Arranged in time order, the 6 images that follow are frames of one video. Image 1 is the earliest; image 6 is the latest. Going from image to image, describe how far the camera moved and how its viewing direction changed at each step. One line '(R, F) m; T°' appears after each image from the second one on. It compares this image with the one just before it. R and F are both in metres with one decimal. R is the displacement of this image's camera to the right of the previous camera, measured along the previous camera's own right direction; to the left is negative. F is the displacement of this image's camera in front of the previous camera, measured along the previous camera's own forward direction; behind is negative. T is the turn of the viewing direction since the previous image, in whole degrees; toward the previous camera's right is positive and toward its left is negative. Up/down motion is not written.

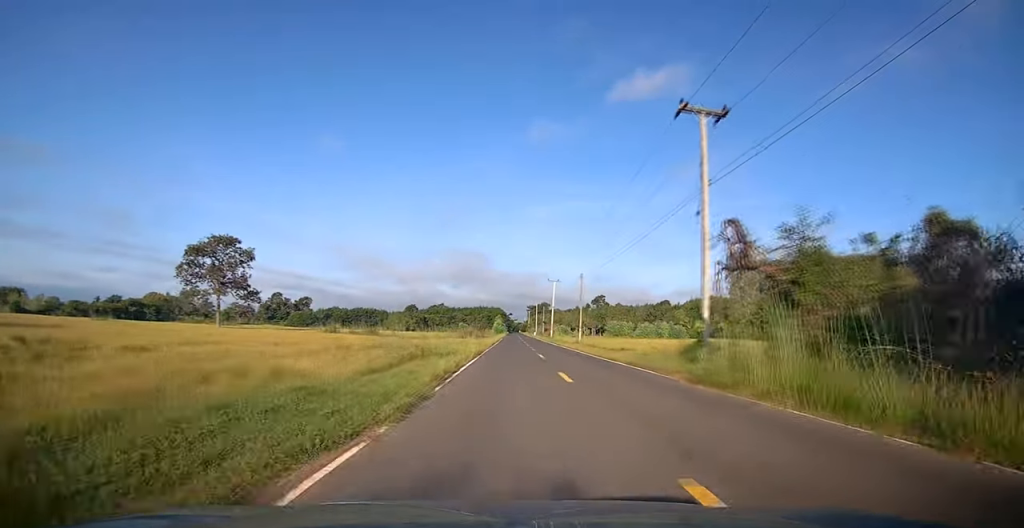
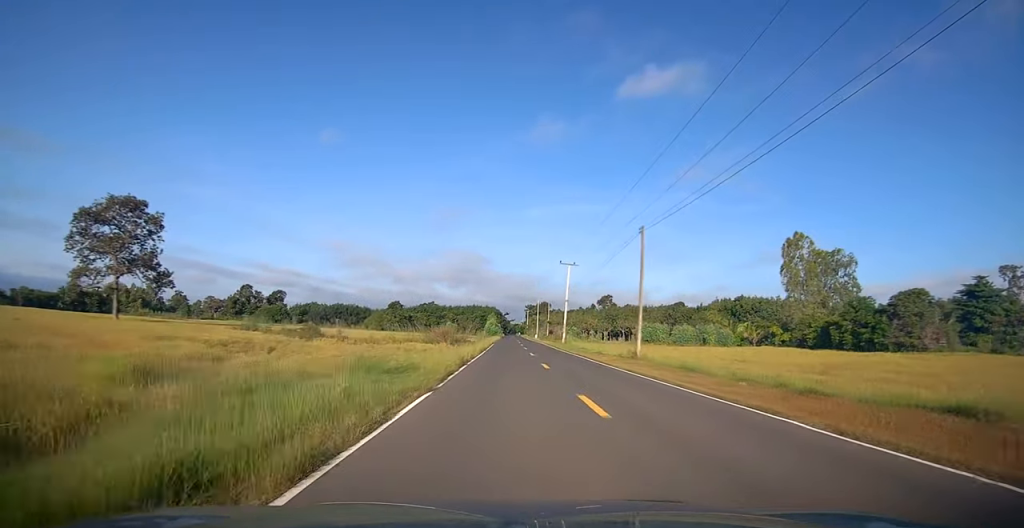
(+0.2, +29.4) m; +1°
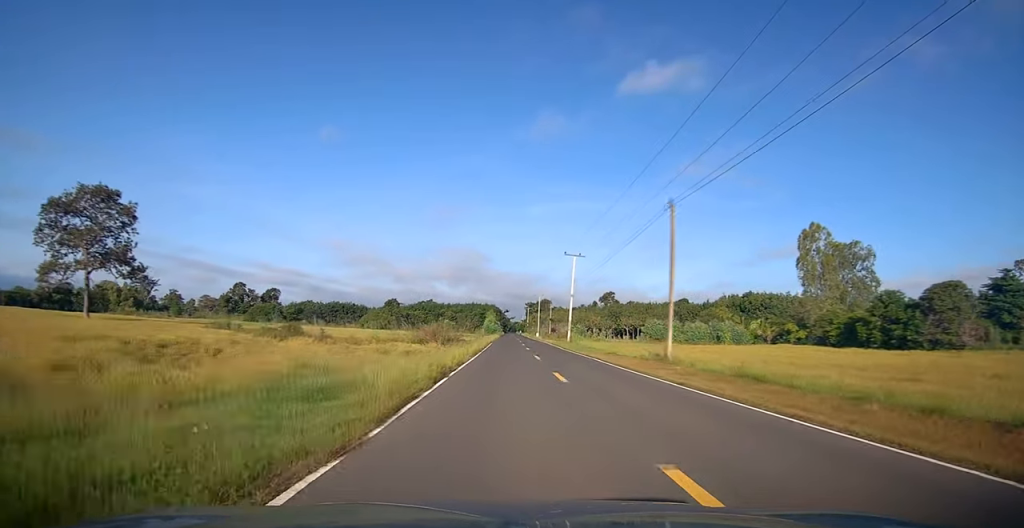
(0.0, +6.3) m; 0°
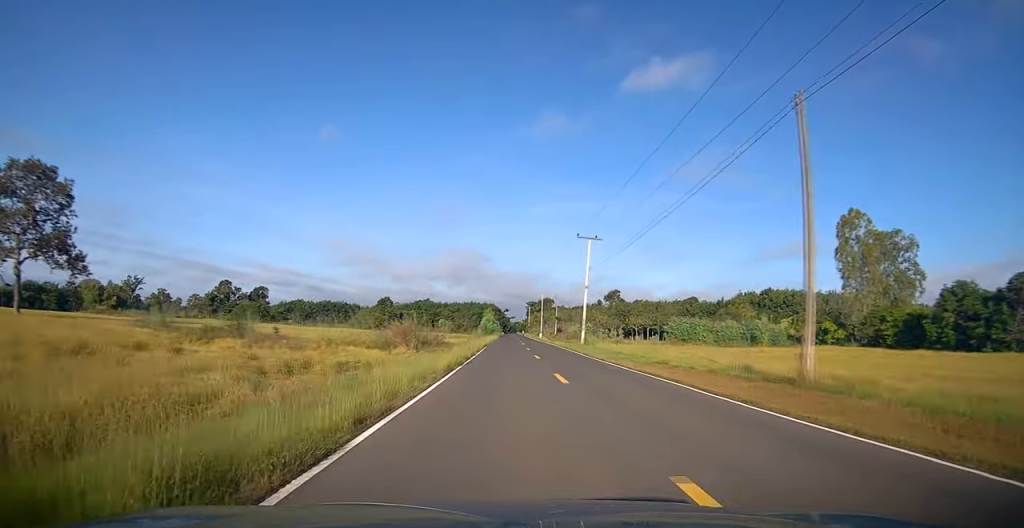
(0.0, +12.4) m; 0°
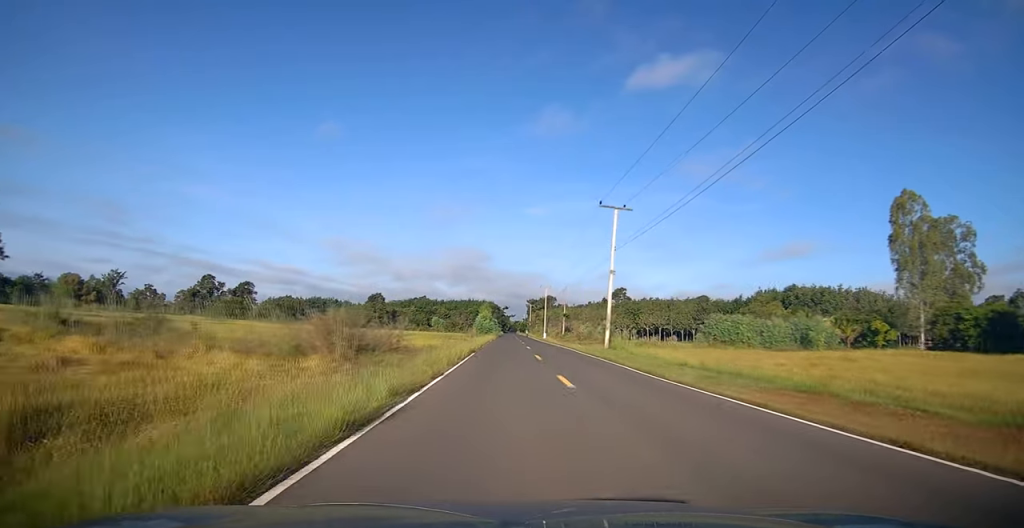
(0.0, +13.4) m; 0°
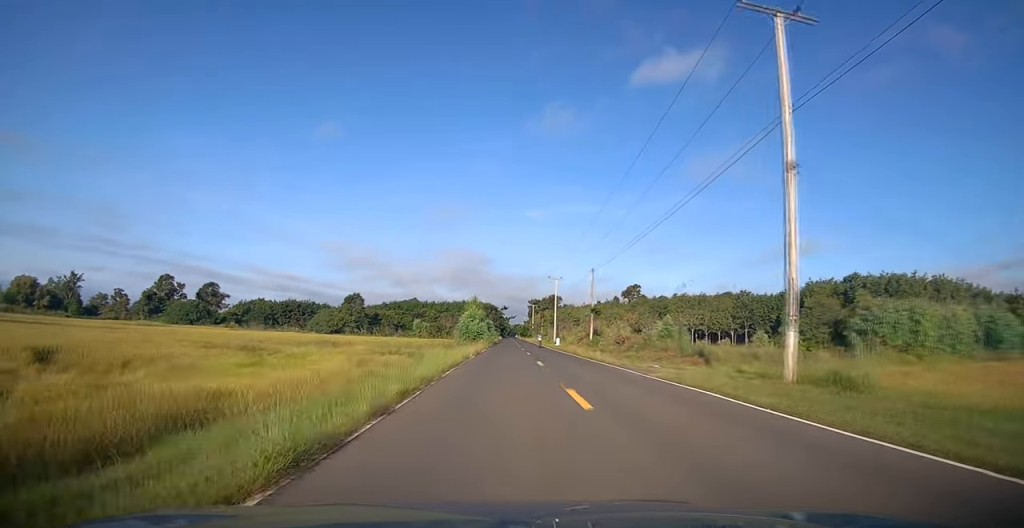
(+0.3, +27.1) m; 0°
